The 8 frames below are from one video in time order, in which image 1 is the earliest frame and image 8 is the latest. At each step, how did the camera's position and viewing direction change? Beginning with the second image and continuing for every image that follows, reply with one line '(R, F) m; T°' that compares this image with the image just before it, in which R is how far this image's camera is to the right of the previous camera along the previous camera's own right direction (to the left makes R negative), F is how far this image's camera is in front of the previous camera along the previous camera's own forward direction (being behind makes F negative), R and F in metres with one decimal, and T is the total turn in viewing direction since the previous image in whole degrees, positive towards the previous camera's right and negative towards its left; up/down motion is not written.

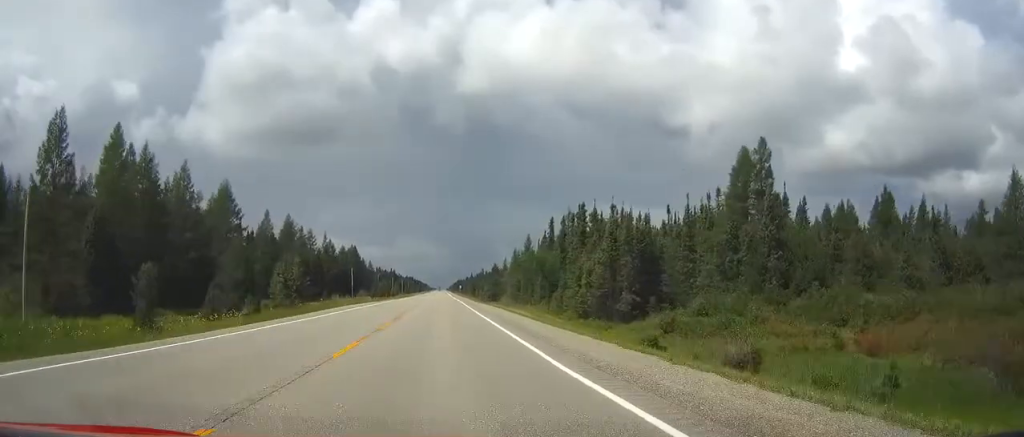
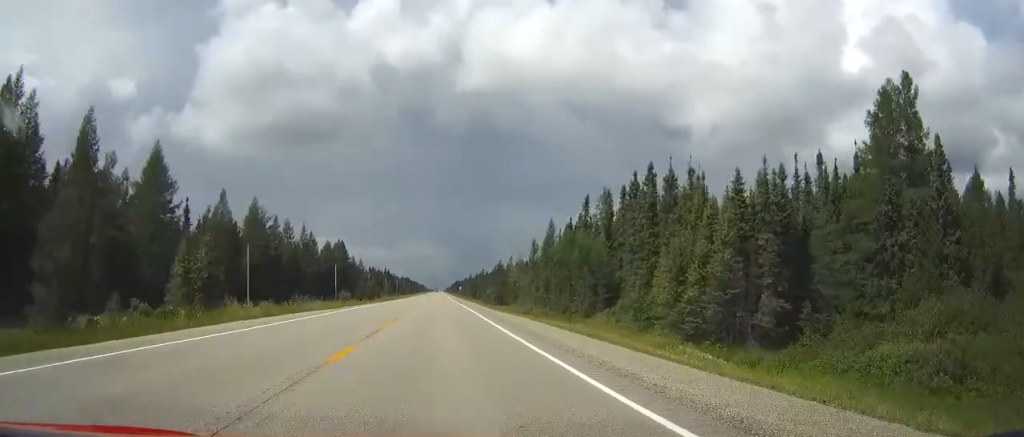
(0.0, +29.6) m; 0°
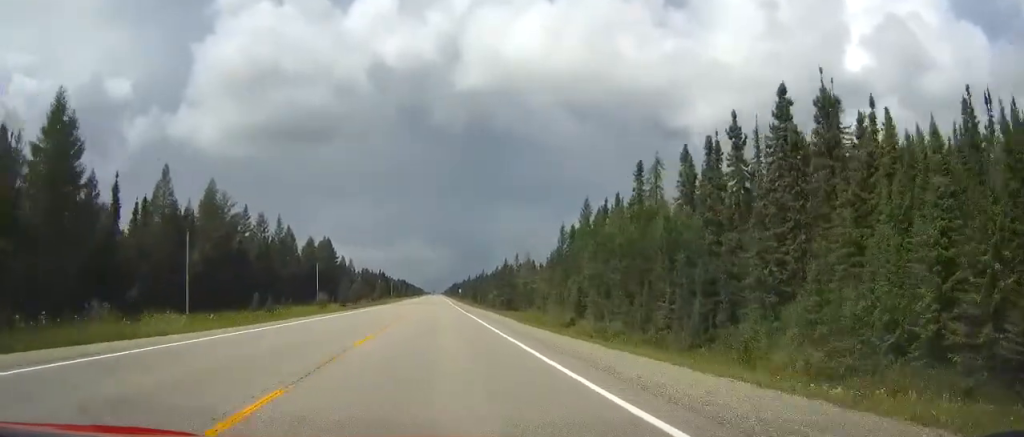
(0.0, +25.7) m; 0°
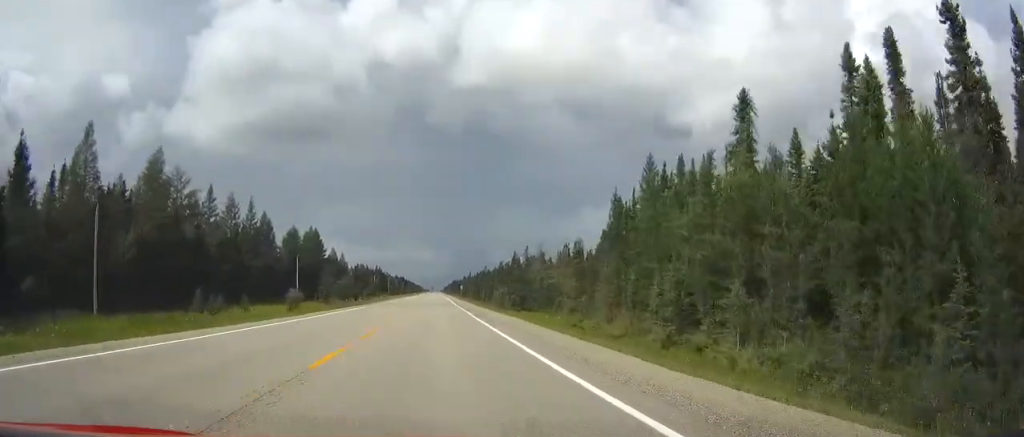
(+0.1, +23.7) m; 0°
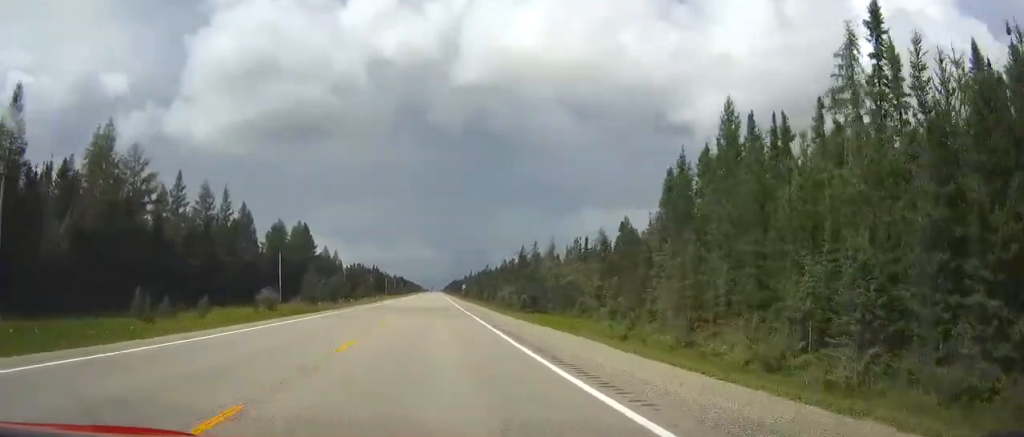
(-0.1, +15.8) m; 0°
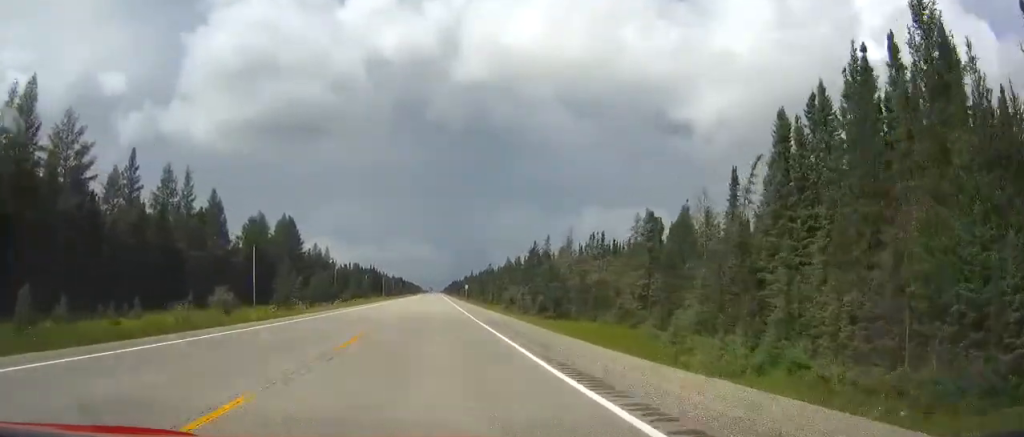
(-0.1, +18.8) m; 0°
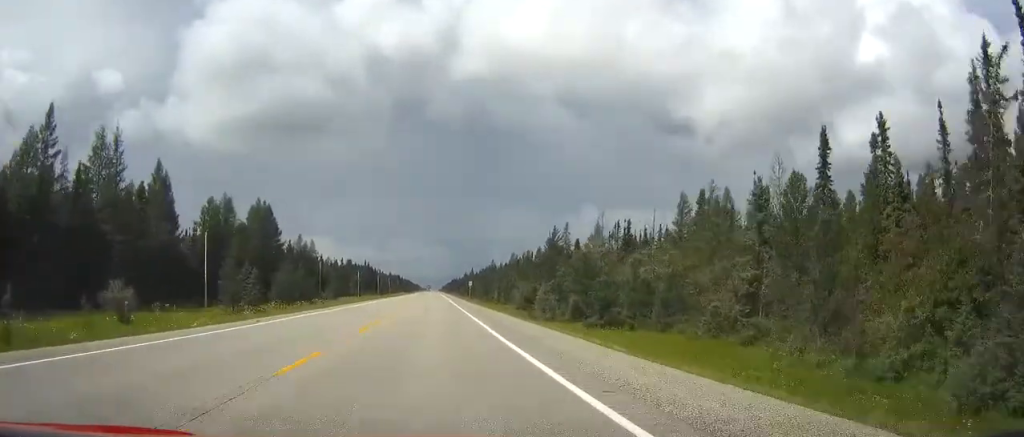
(0.0, +23.7) m; 0°
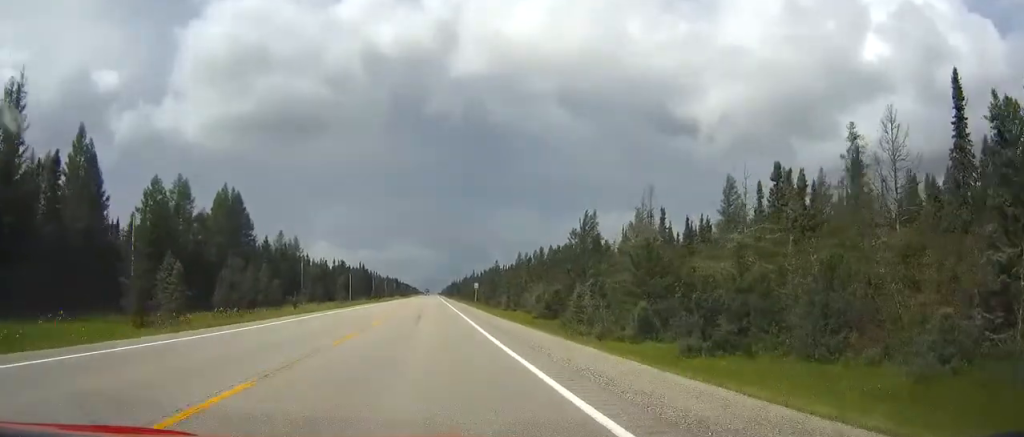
(0.0, +22.7) m; 0°
